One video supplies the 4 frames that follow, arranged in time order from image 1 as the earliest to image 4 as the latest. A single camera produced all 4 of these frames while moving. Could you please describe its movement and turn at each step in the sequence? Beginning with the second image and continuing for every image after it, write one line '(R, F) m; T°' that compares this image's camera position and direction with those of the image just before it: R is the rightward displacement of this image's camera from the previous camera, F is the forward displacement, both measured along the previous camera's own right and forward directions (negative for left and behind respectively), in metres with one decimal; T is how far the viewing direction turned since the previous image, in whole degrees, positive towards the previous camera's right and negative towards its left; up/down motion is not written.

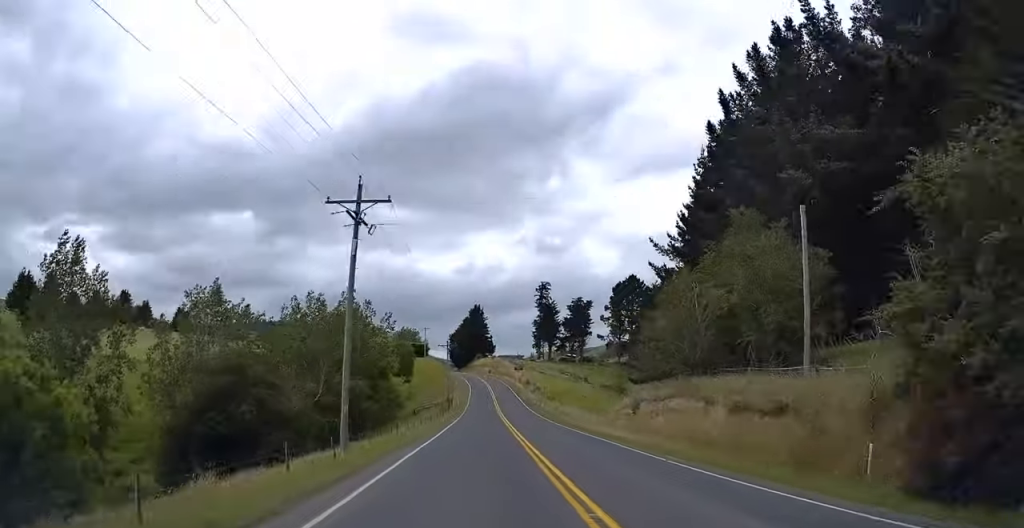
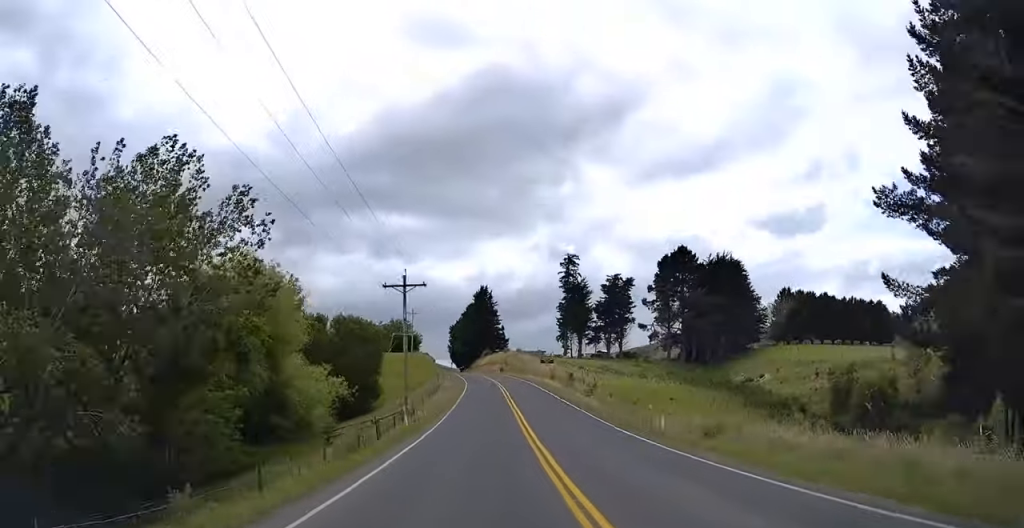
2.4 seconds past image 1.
(+0.6, +52.1) m; -2°
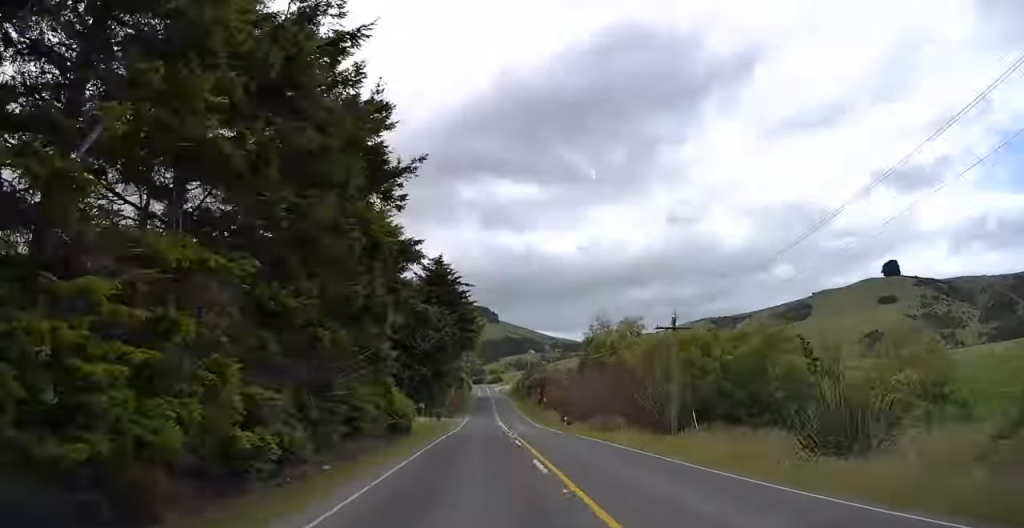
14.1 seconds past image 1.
(-22.3, +253.2) m; -7°
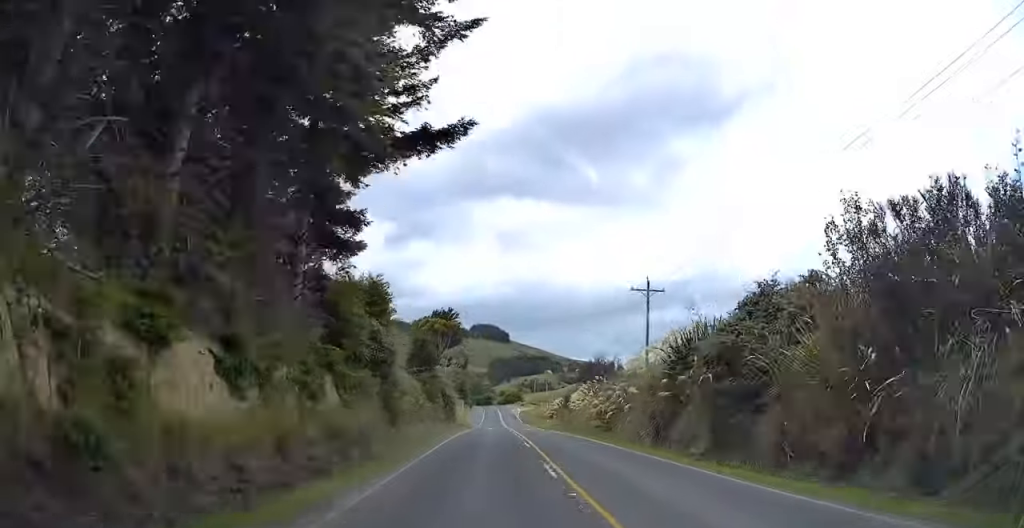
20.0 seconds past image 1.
(-0.6, +126.6) m; -1°
